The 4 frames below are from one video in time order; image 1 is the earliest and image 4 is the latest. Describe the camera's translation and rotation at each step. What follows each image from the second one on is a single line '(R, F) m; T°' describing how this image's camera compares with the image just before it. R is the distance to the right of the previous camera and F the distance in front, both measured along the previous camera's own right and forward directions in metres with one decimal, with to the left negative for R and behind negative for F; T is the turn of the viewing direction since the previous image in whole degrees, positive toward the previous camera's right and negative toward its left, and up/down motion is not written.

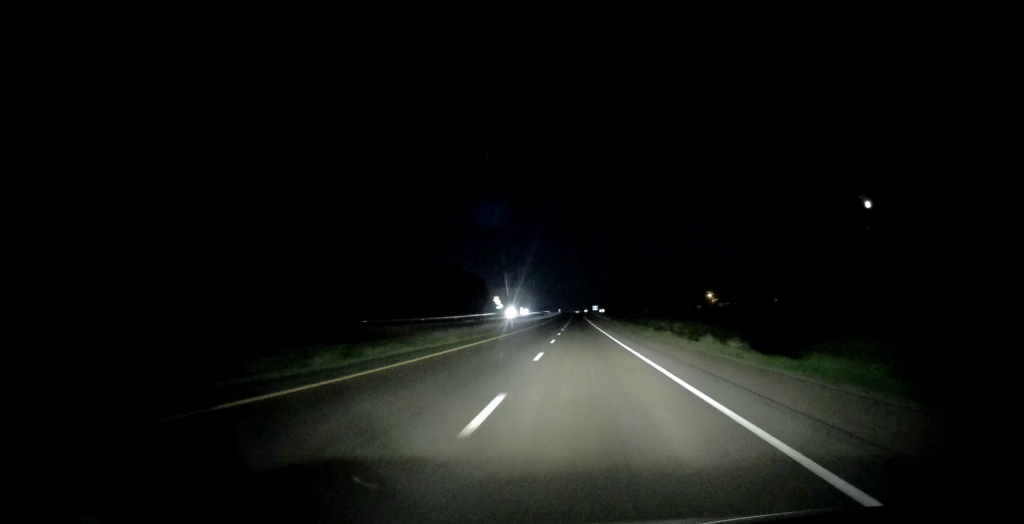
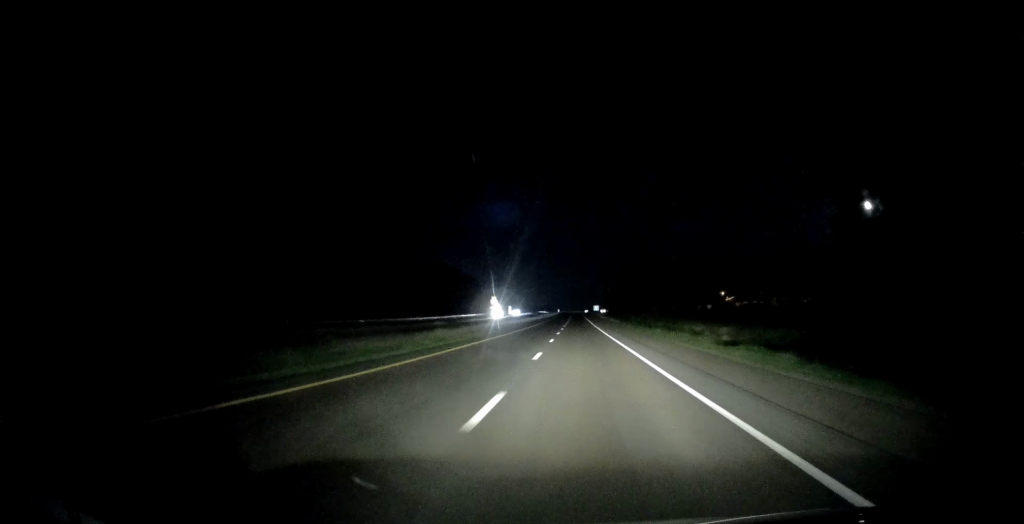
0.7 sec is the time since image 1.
(0.0, +23.9) m; 0°
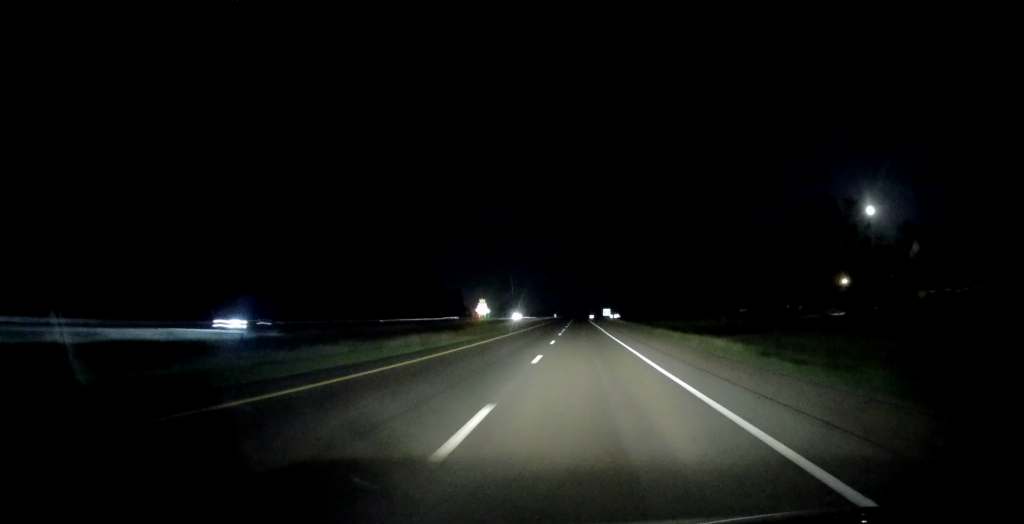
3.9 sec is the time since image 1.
(-0.1, +110.1) m; -1°
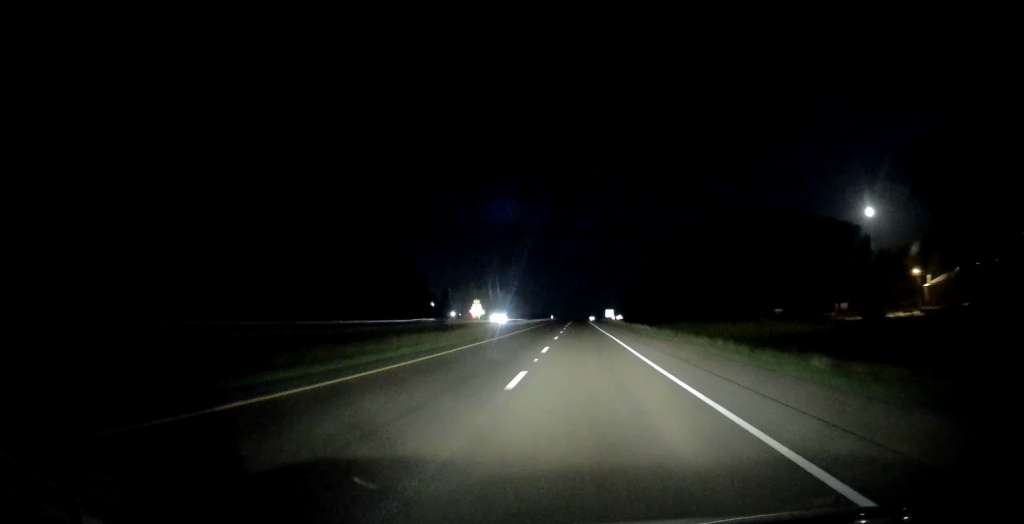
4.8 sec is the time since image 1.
(-0.4, +30.7) m; 0°
